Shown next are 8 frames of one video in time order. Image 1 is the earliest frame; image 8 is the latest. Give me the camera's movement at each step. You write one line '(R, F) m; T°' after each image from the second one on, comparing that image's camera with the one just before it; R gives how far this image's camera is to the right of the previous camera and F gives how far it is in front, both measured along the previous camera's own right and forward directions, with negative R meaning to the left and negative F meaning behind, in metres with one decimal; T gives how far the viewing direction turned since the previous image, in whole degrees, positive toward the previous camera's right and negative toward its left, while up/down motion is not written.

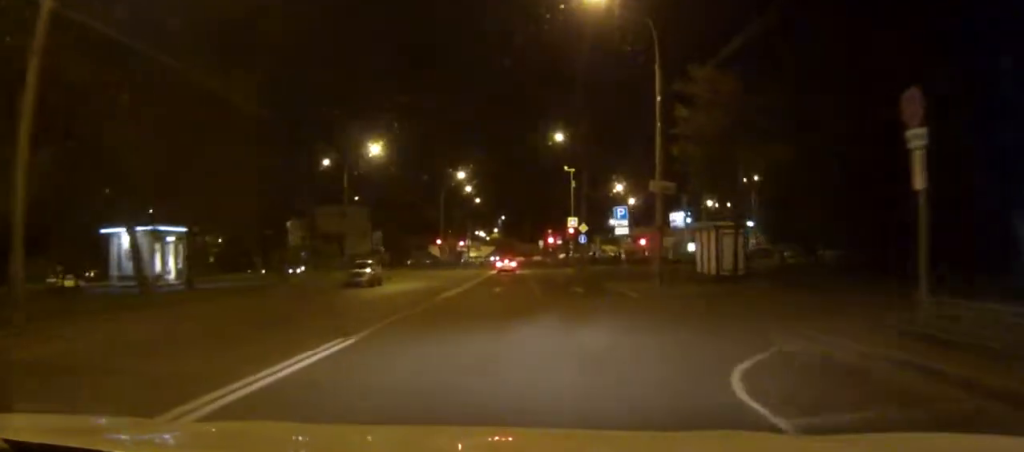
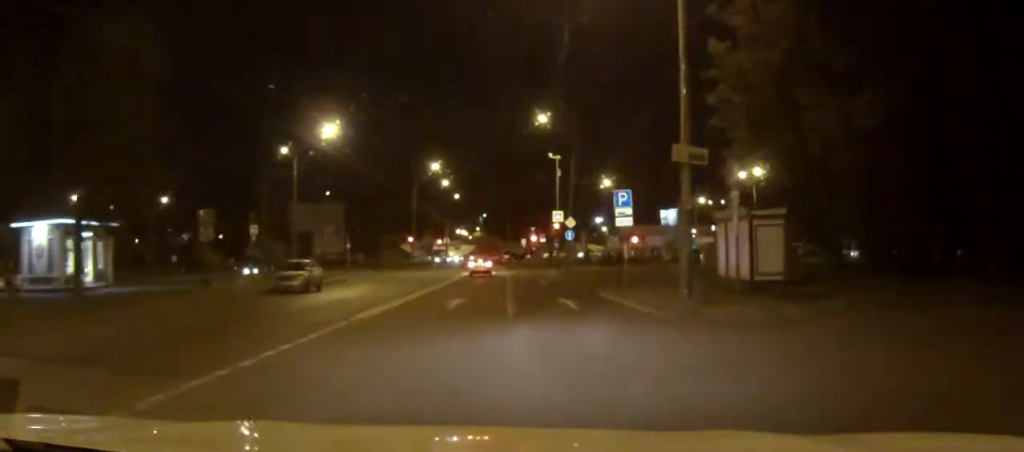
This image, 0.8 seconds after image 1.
(+0.1, +9.4) m; +2°
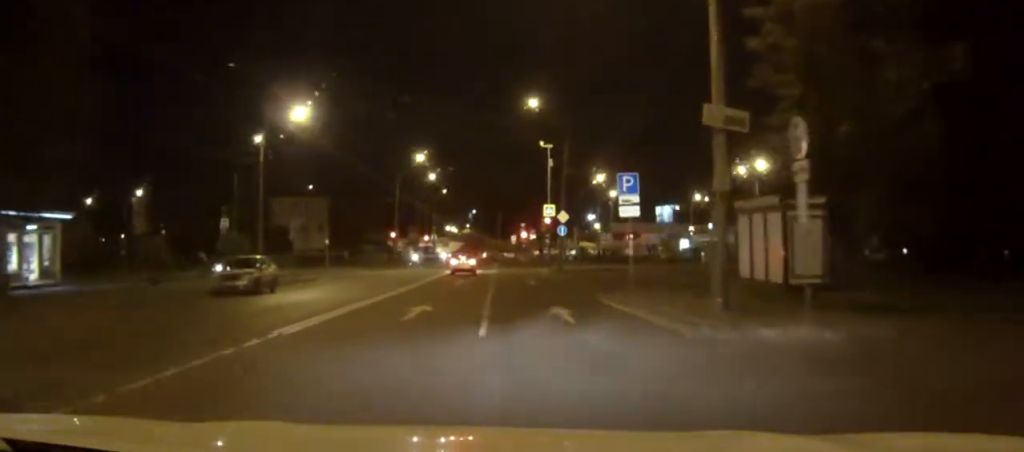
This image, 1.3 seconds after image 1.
(+0.1, +5.3) m; 0°
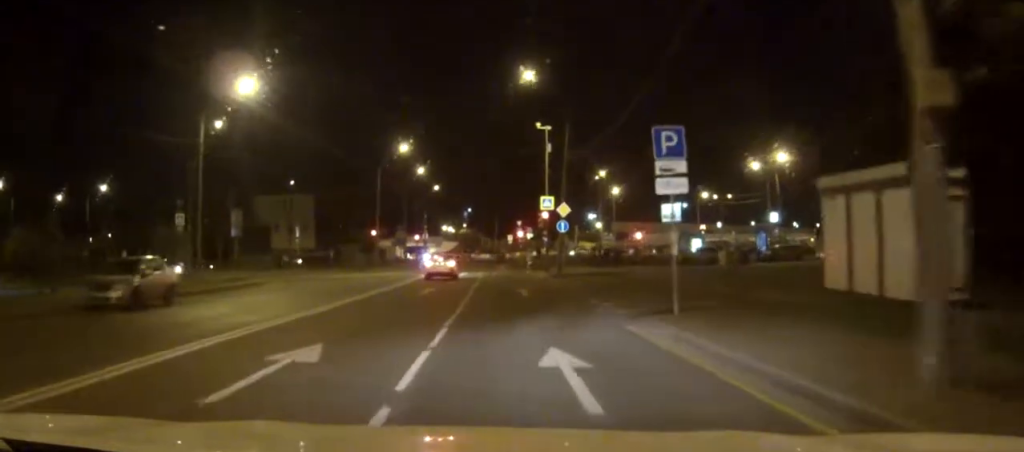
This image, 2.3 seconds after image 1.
(+0.1, +9.4) m; -1°
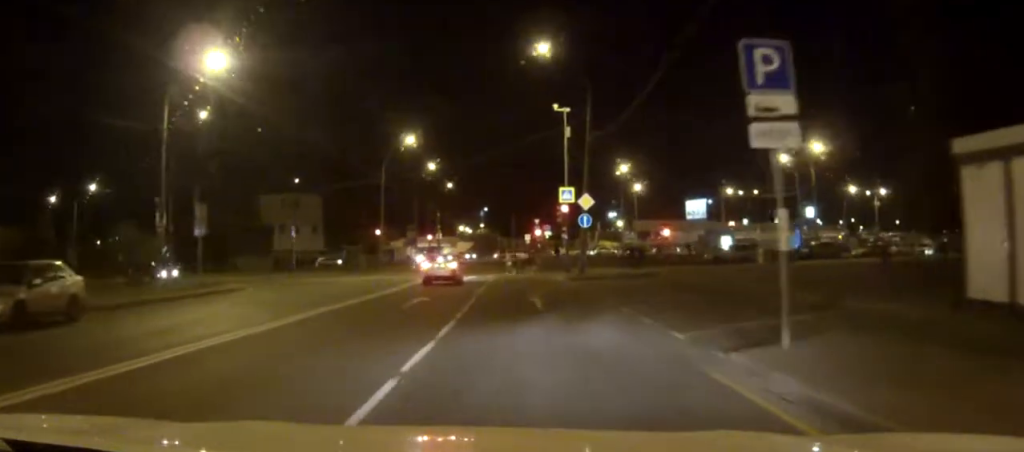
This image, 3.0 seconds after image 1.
(-0.1, +6.6) m; -1°
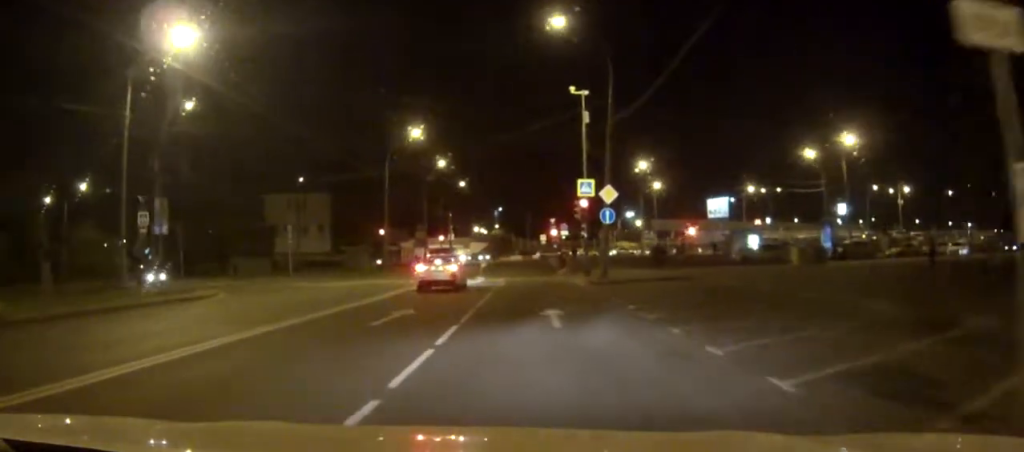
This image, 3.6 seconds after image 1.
(-0.1, +5.2) m; -1°
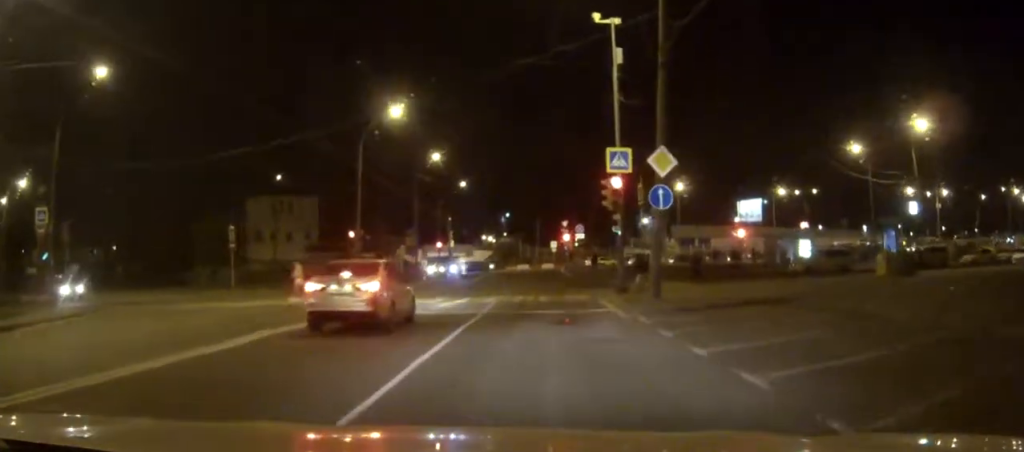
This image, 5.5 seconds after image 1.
(-0.2, +14.5) m; -1°
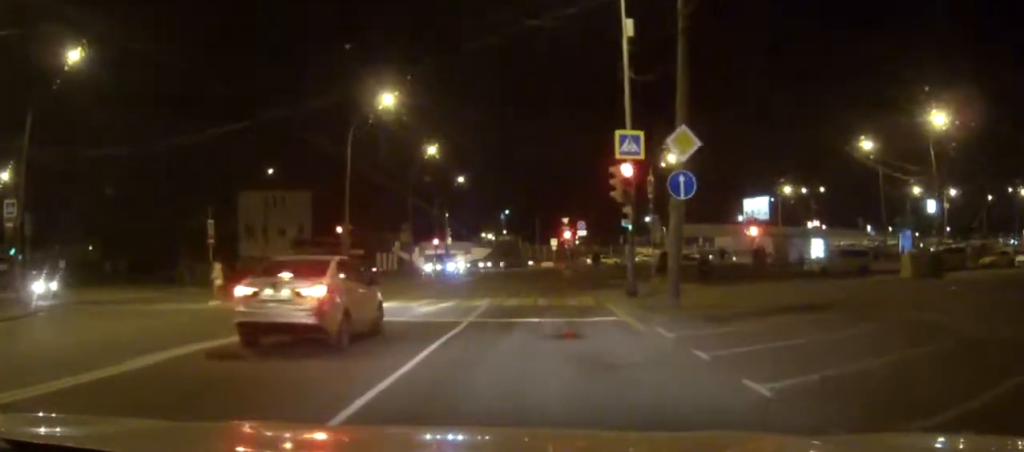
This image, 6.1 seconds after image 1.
(0.0, +3.4) m; 0°
